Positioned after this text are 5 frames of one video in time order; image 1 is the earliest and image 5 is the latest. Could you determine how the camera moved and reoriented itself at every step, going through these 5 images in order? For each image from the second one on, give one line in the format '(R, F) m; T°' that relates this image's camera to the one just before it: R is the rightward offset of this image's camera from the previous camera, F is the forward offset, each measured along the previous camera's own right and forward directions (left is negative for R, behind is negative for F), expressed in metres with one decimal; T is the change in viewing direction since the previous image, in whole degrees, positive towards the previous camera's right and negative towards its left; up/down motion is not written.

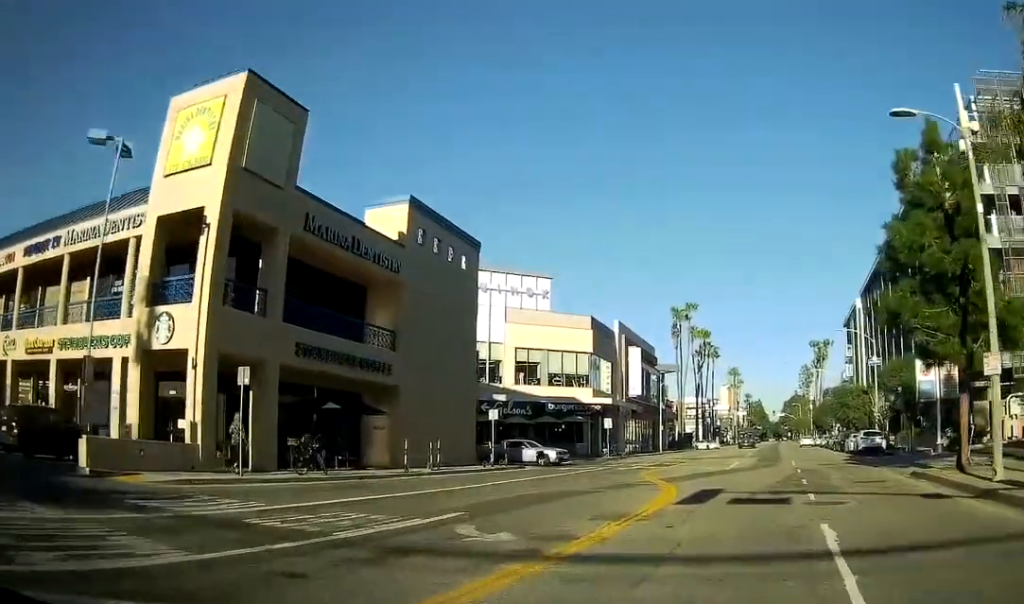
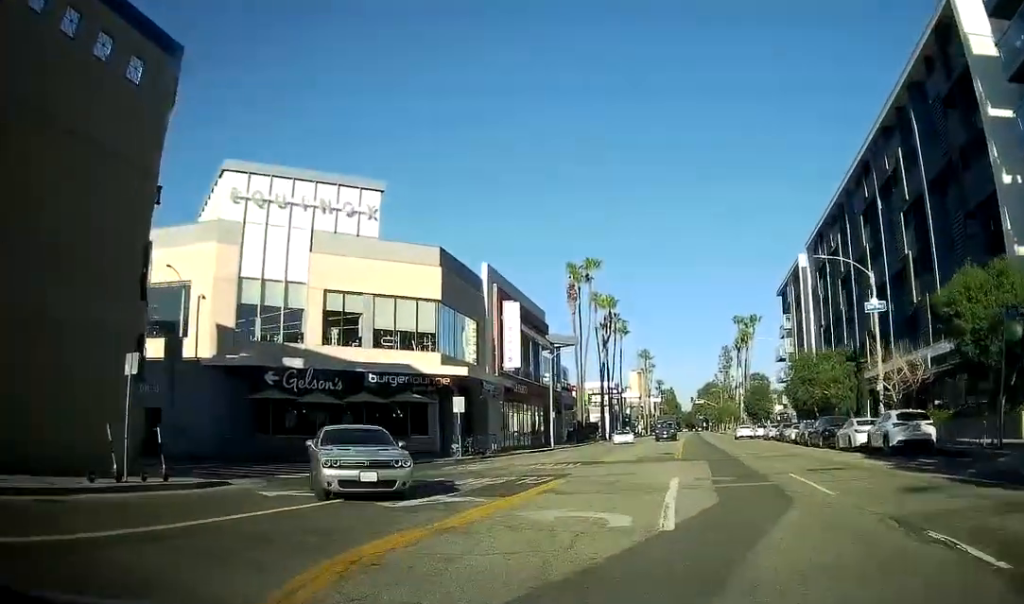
(+2.9, +20.3) m; +10°
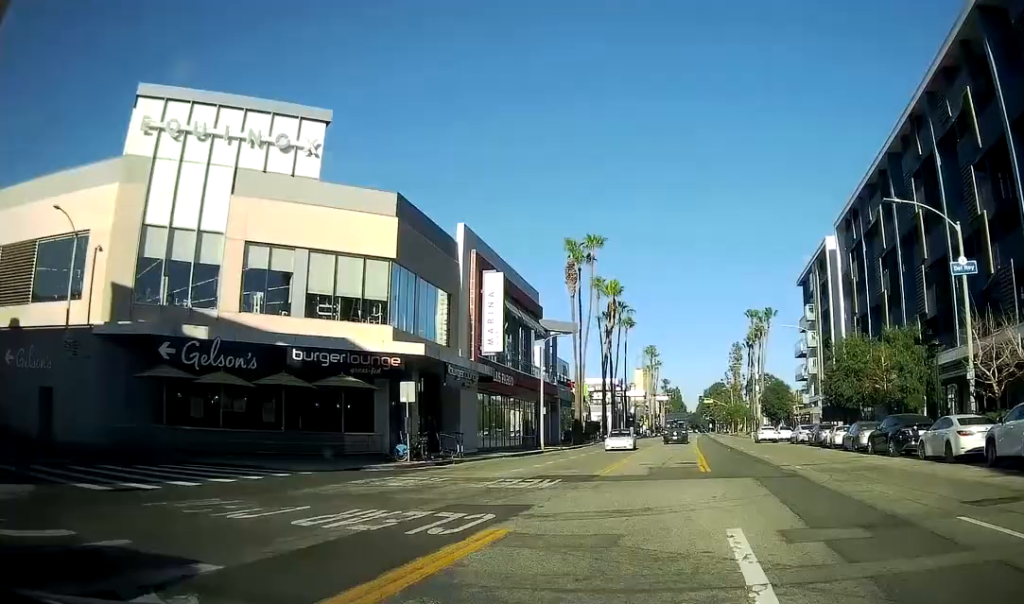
(-0.1, +10.7) m; 0°
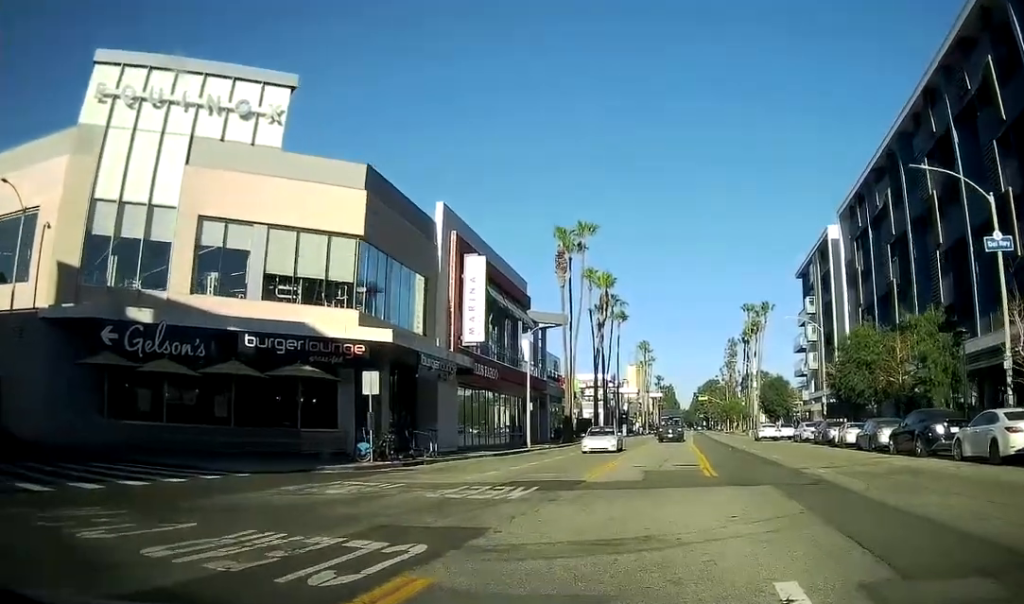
(0.0, +4.5) m; 0°
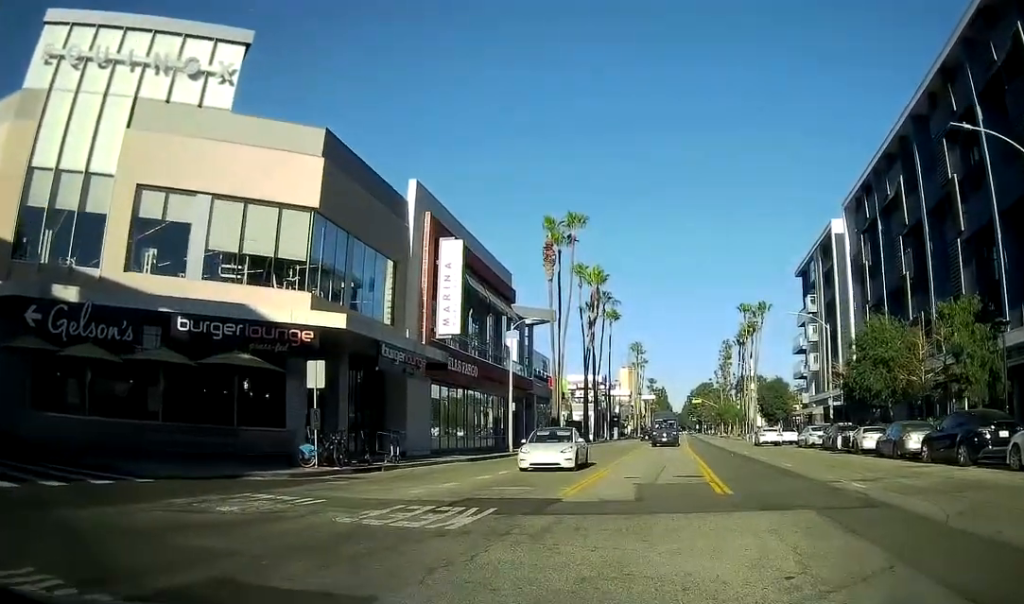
(+0.1, +5.5) m; +1°
